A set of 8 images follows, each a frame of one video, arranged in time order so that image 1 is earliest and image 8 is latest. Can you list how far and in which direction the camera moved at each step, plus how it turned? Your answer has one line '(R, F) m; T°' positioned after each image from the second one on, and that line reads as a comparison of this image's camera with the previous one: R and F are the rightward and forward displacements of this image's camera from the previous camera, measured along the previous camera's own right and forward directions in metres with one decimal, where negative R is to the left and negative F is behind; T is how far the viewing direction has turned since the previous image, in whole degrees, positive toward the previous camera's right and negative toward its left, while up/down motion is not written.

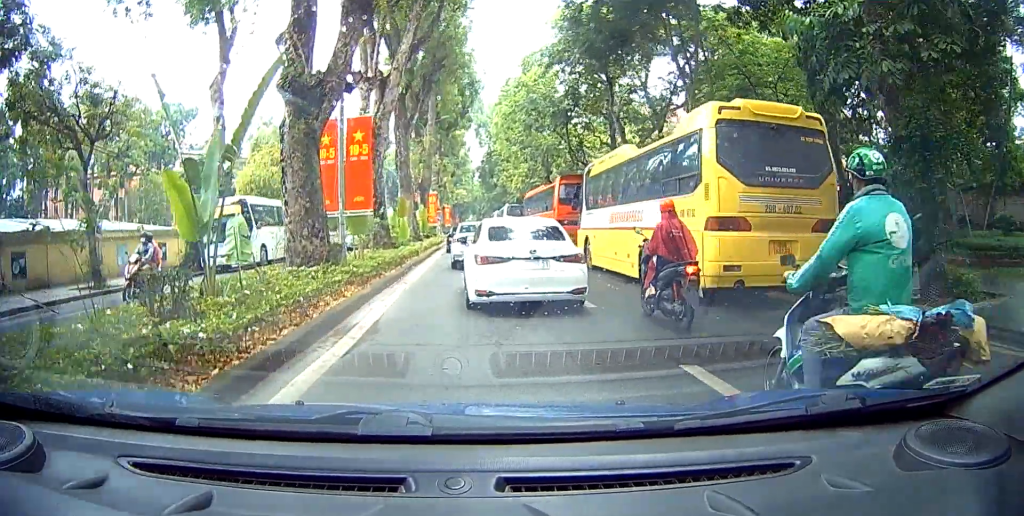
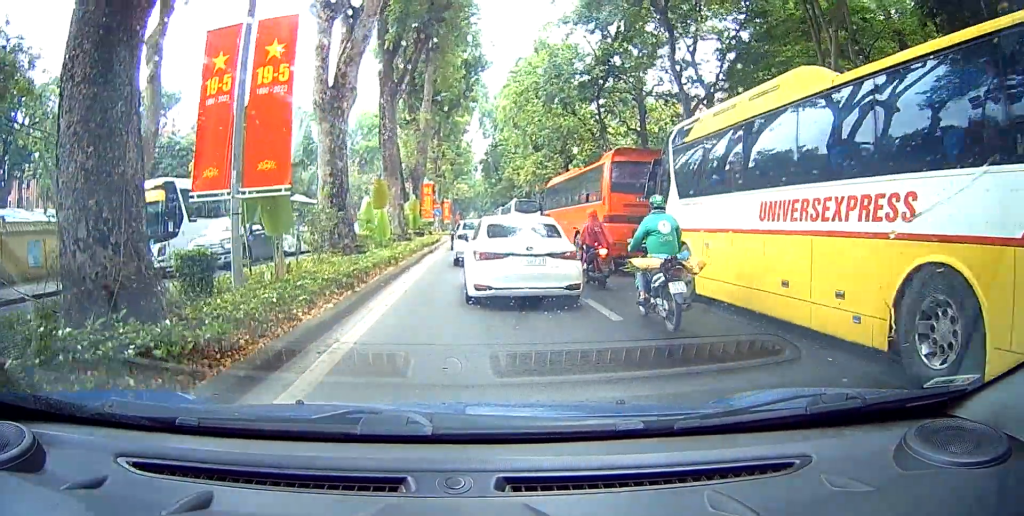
(+0.2, +7.3) m; +5°
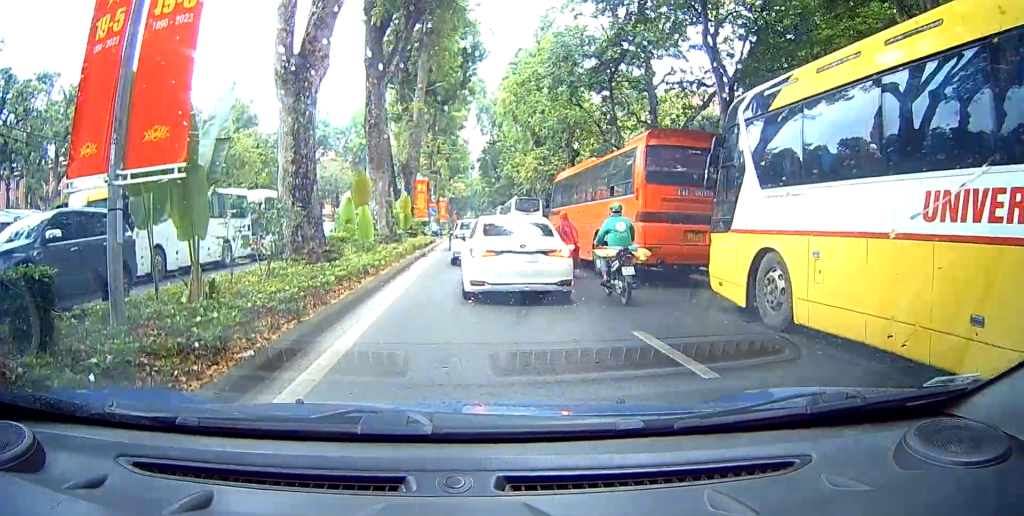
(+0.2, +2.9) m; +3°
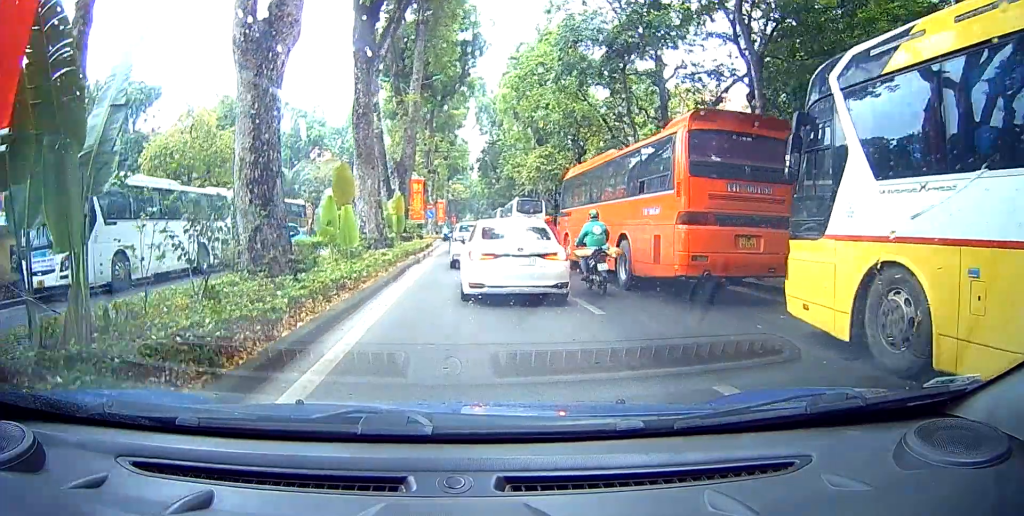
(0.0, +2.4) m; 0°
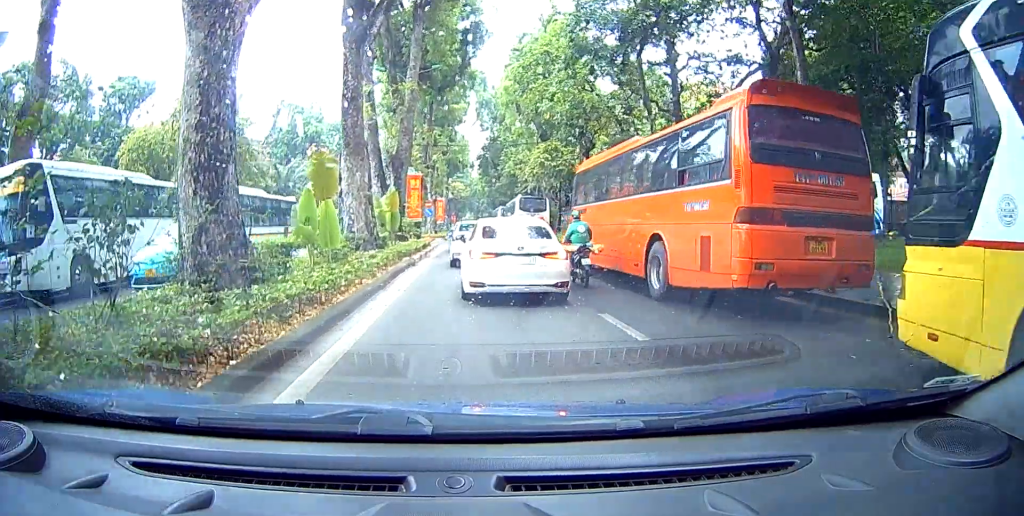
(0.0, +2.0) m; 0°
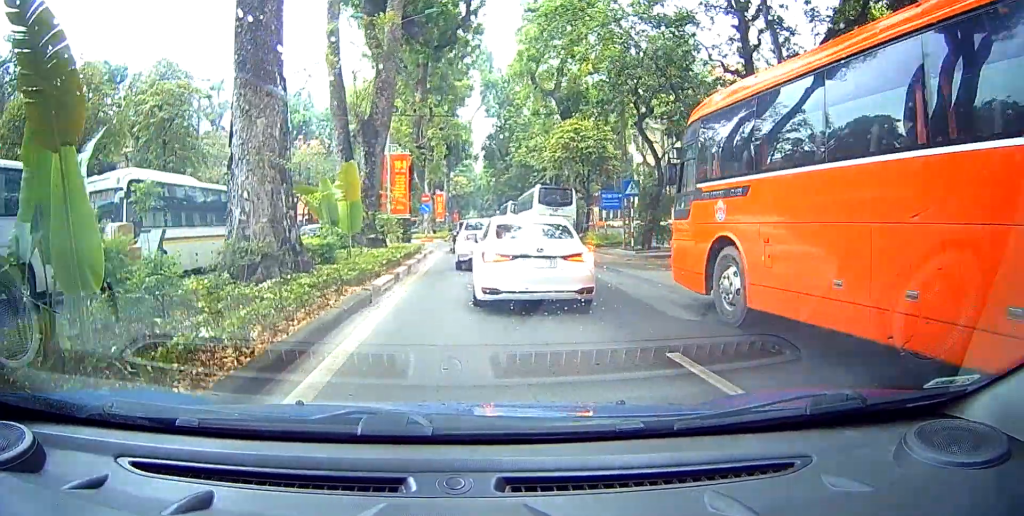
(-0.7, +7.9) m; -11°
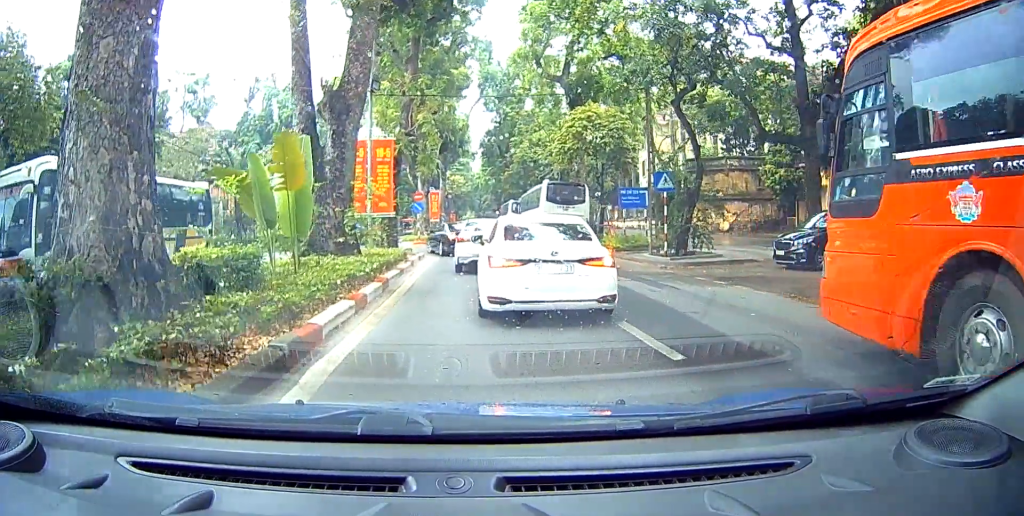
(-0.1, +4.3) m; +4°
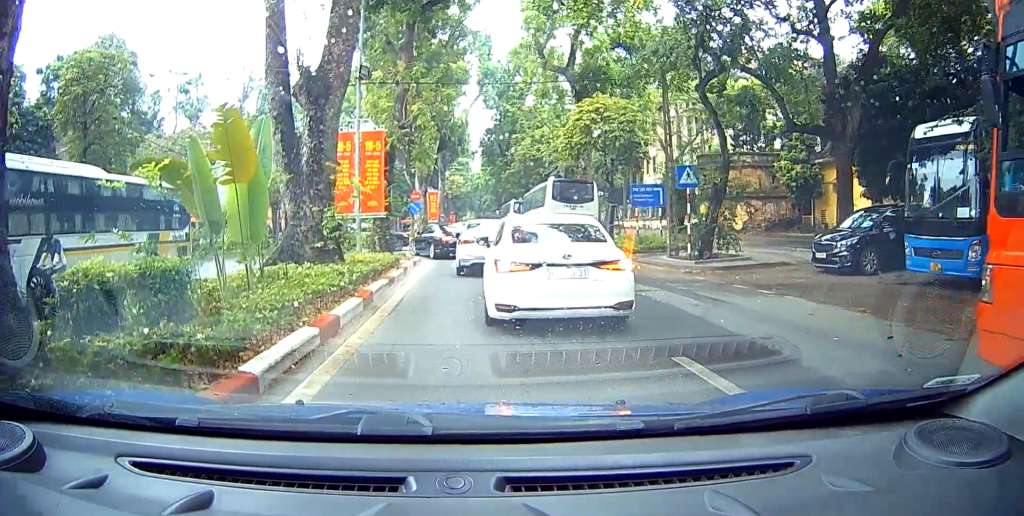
(-0.1, +2.3) m; +4°
